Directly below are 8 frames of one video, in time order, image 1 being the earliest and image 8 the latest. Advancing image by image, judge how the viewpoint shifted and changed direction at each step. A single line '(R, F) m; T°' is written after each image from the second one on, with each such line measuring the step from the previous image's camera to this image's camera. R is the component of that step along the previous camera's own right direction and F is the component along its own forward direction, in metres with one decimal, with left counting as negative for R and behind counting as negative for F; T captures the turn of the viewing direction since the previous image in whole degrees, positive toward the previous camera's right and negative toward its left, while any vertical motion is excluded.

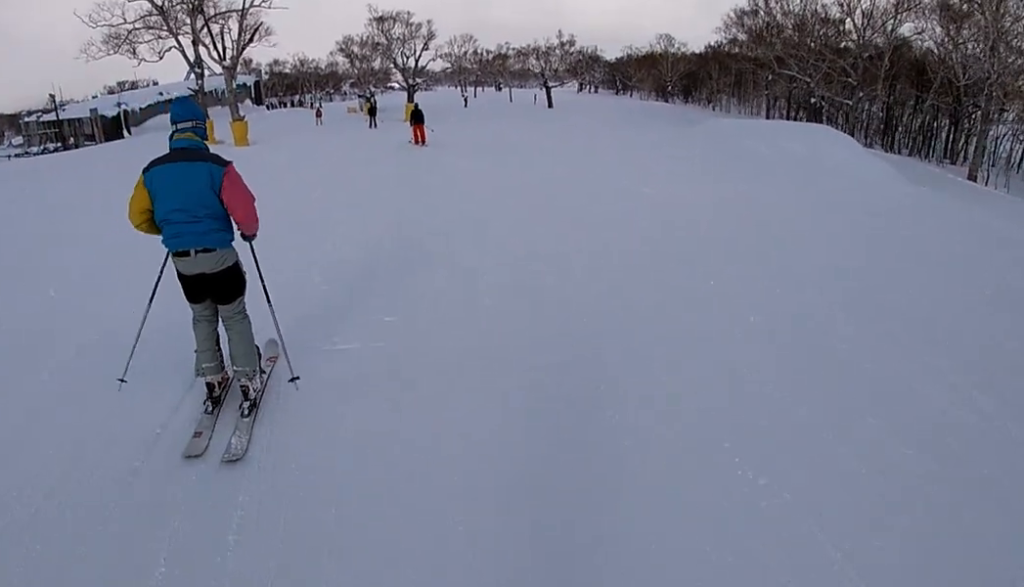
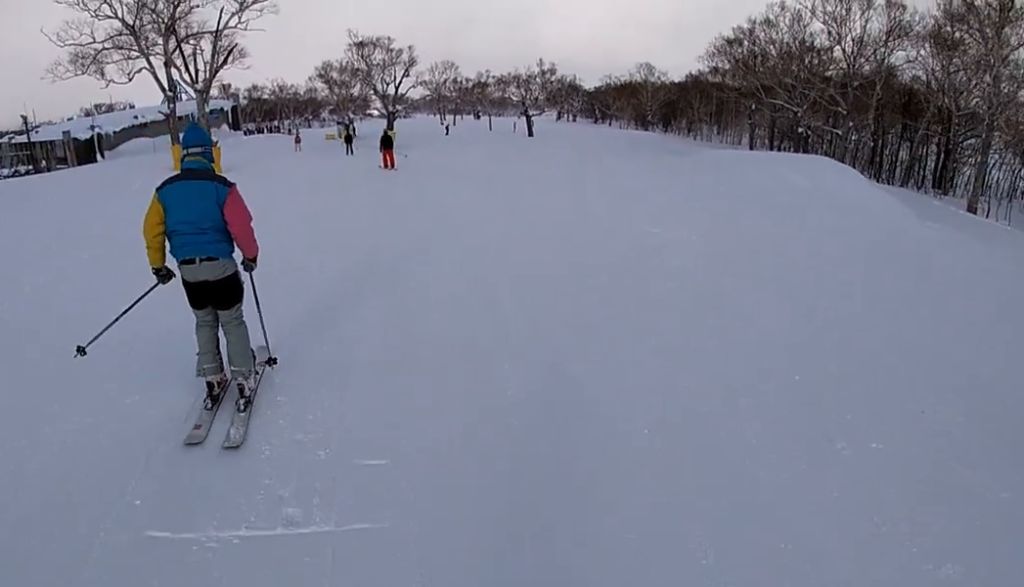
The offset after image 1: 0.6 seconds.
(-0.2, +1.9) m; -1°
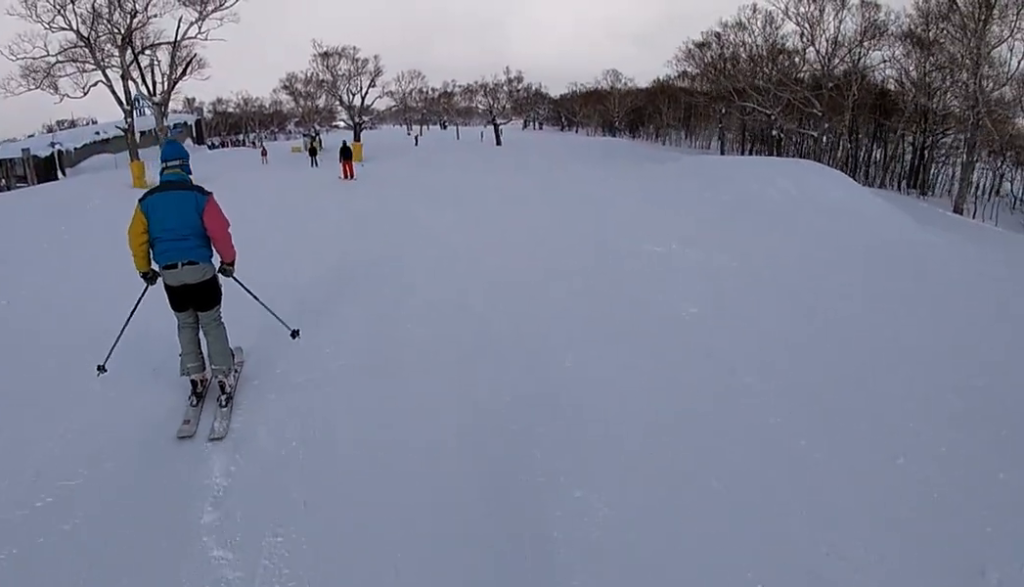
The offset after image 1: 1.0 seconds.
(-0.1, +1.5) m; +7°
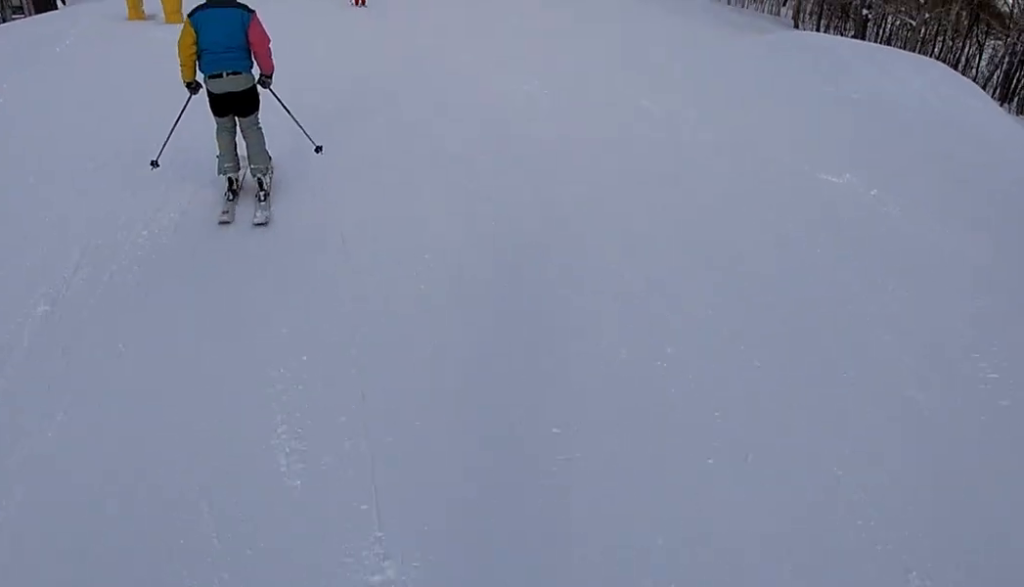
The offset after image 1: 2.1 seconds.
(+0.8, +3.5) m; +5°
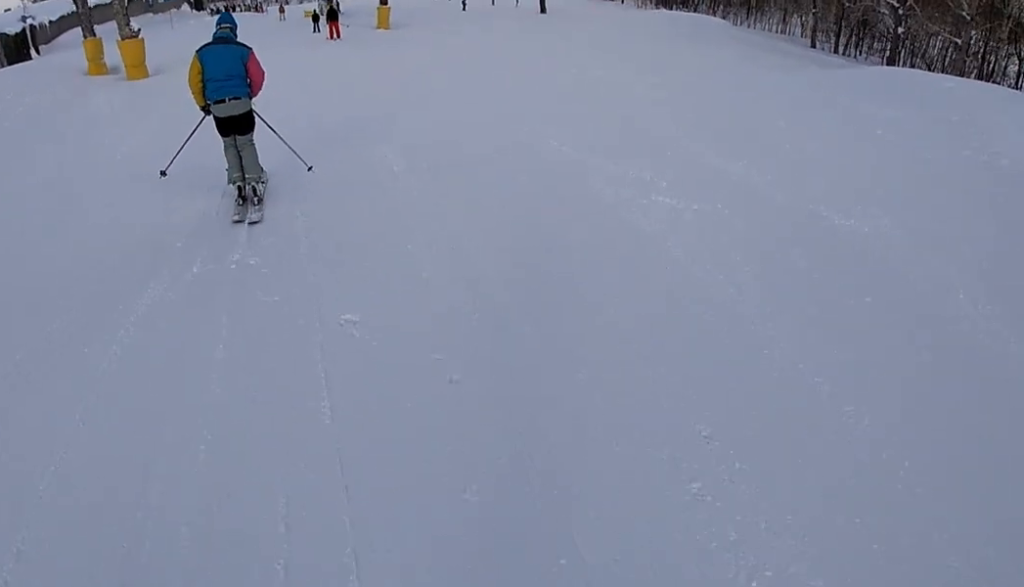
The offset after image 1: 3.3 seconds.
(-0.7, +4.9) m; -7°
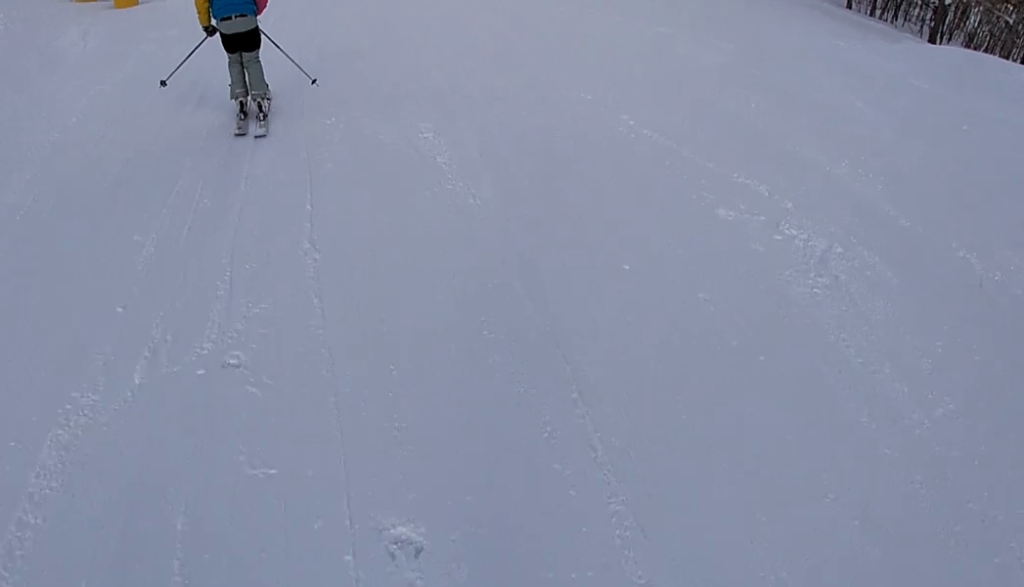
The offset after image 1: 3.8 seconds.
(+0.3, +2.1) m; 0°
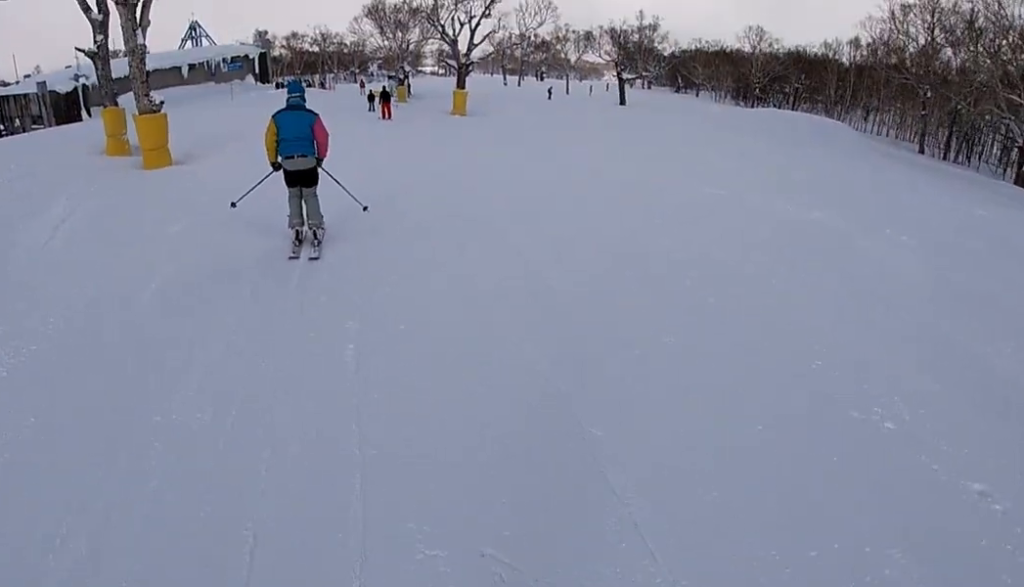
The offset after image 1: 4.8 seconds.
(0.0, +4.5) m; 0°
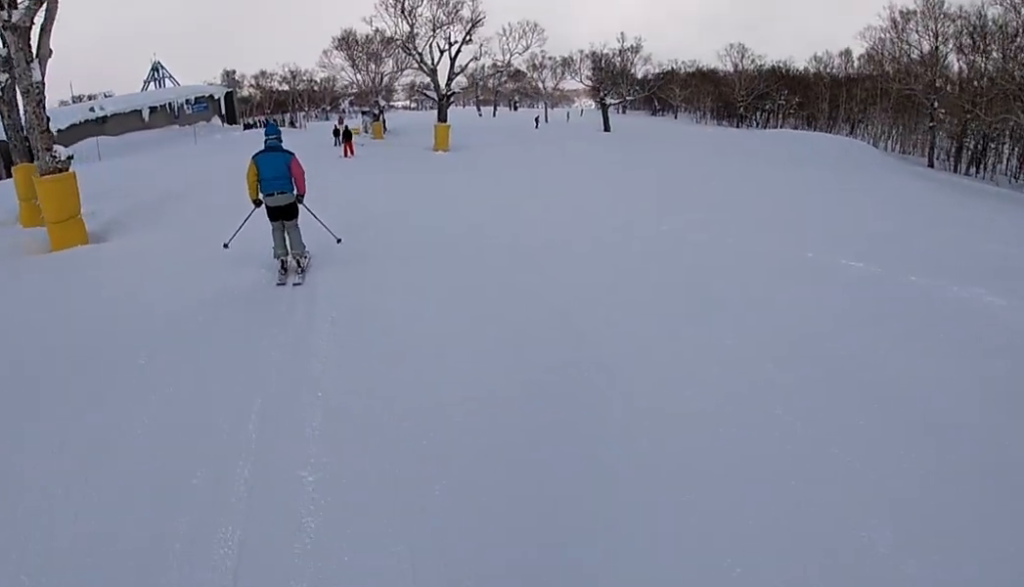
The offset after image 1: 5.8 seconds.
(0.0, +4.9) m; 0°
